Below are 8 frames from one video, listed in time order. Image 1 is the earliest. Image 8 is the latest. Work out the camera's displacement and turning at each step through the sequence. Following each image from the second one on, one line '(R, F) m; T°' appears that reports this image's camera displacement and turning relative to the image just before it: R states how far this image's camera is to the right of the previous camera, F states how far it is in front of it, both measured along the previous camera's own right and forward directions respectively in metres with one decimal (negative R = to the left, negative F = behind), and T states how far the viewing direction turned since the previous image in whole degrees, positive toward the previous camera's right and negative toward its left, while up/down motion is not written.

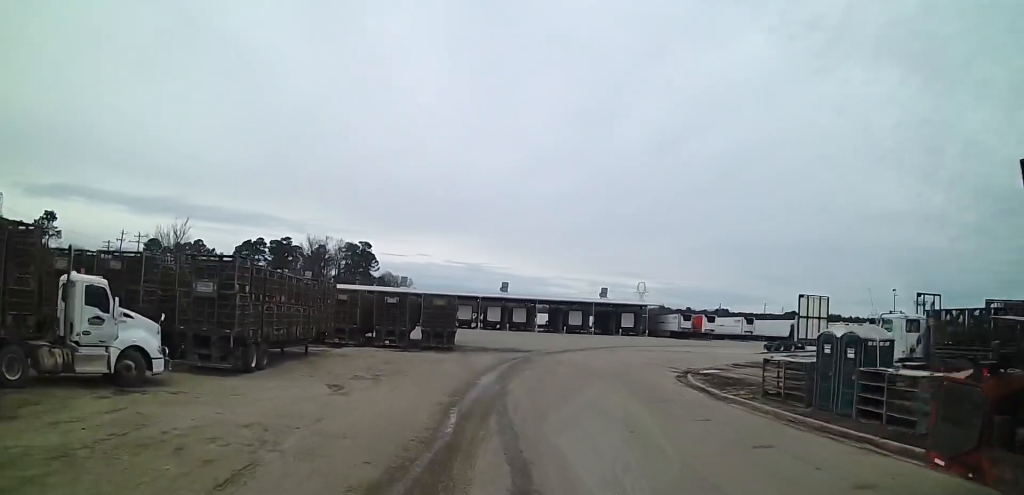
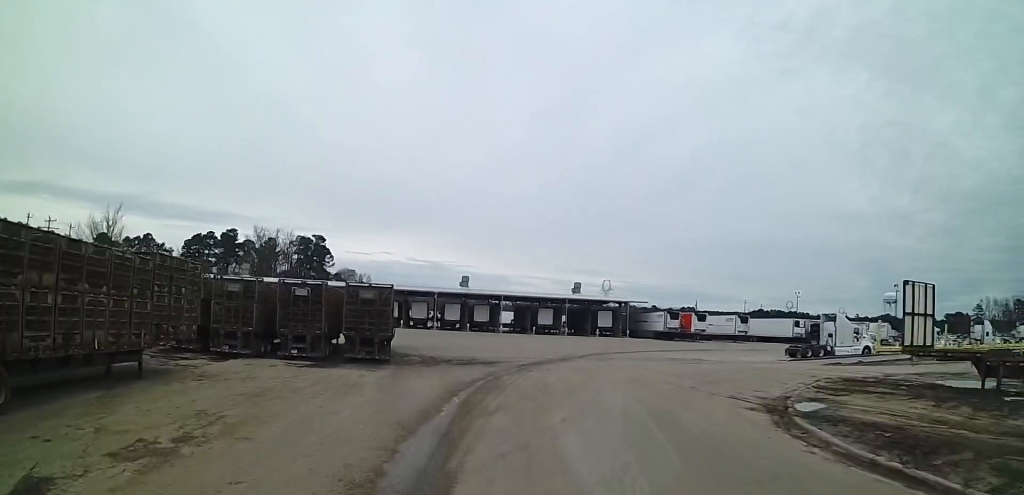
(+0.2, +13.6) m; +2°
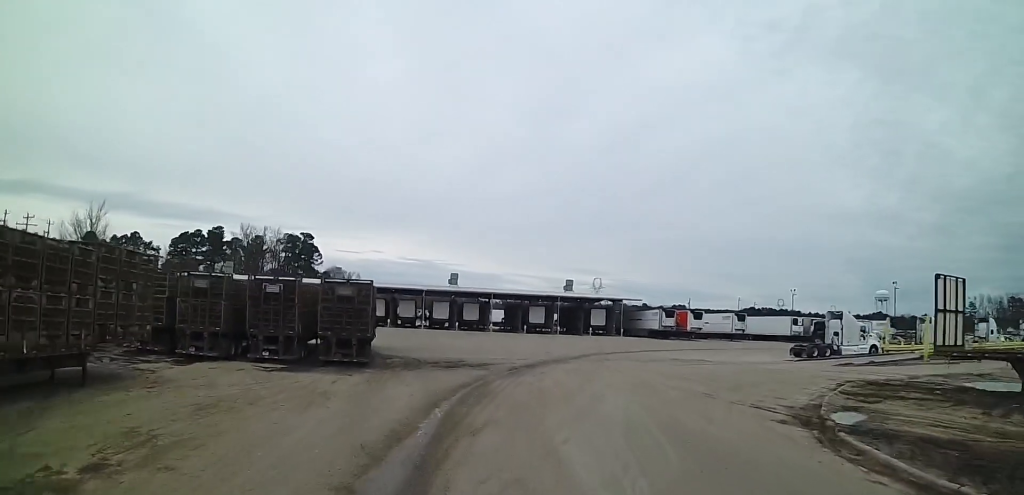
(+0.1, +2.6) m; +1°
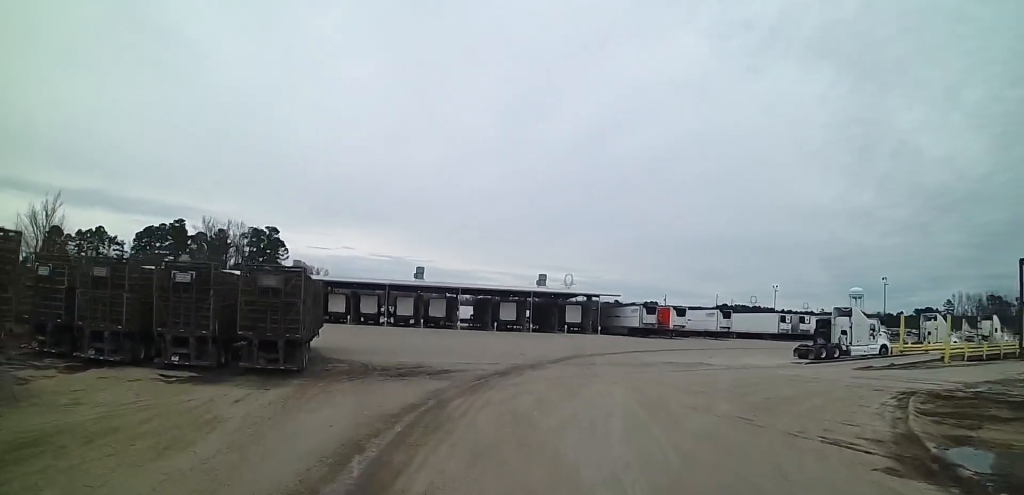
(+0.2, +6.4) m; +2°
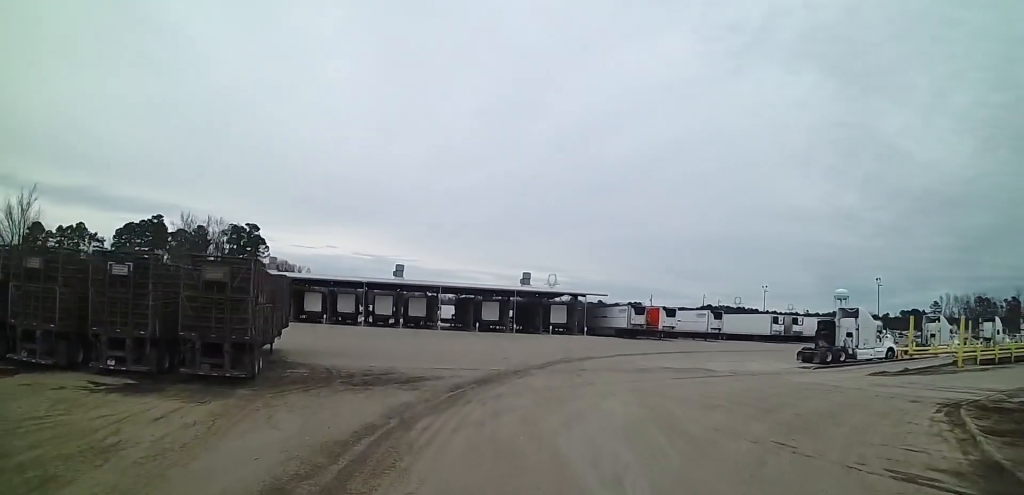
(-0.1, +3.4) m; +1°
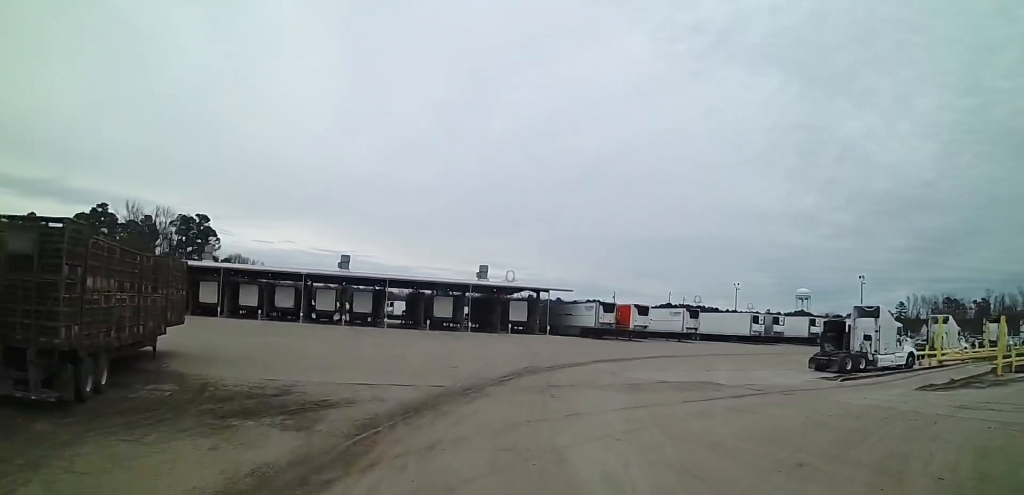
(+0.5, +7.8) m; +6°
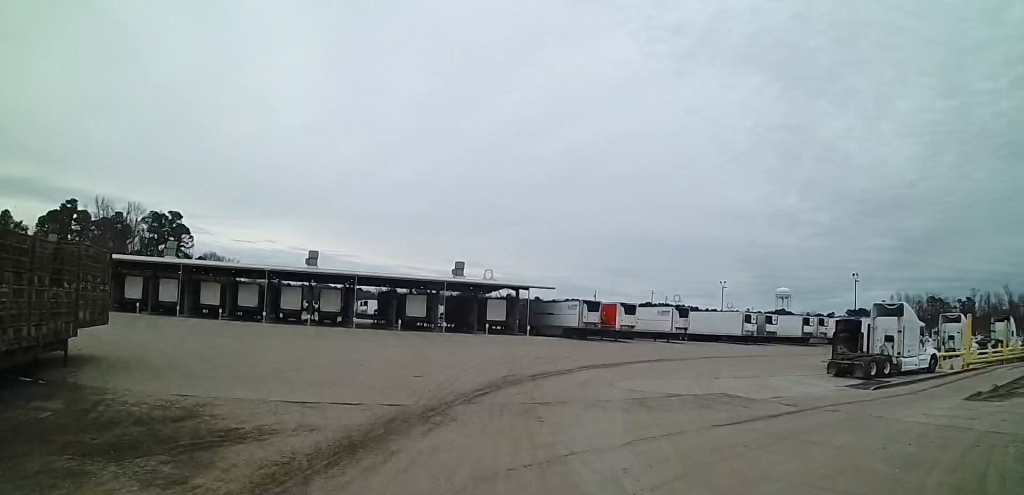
(+0.3, +4.7) m; 0°
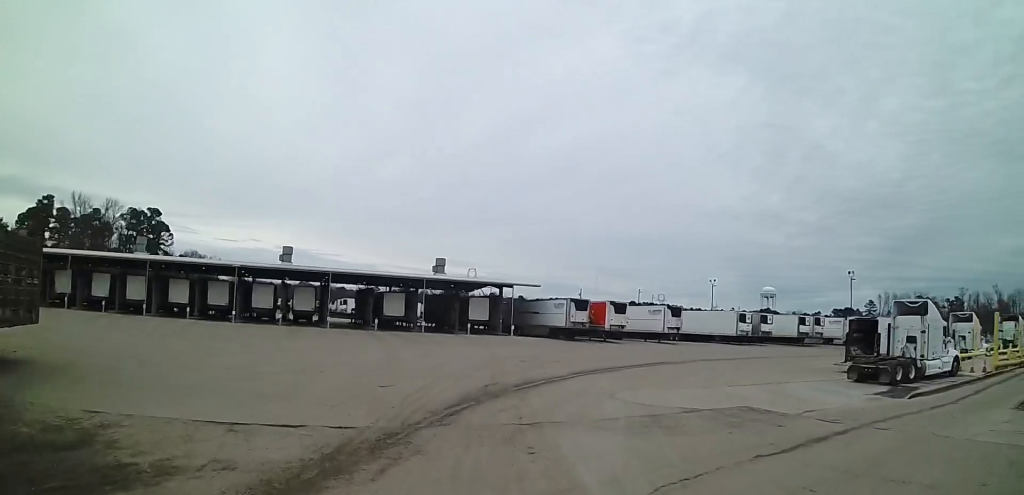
(-0.2, +3.6) m; +2°
